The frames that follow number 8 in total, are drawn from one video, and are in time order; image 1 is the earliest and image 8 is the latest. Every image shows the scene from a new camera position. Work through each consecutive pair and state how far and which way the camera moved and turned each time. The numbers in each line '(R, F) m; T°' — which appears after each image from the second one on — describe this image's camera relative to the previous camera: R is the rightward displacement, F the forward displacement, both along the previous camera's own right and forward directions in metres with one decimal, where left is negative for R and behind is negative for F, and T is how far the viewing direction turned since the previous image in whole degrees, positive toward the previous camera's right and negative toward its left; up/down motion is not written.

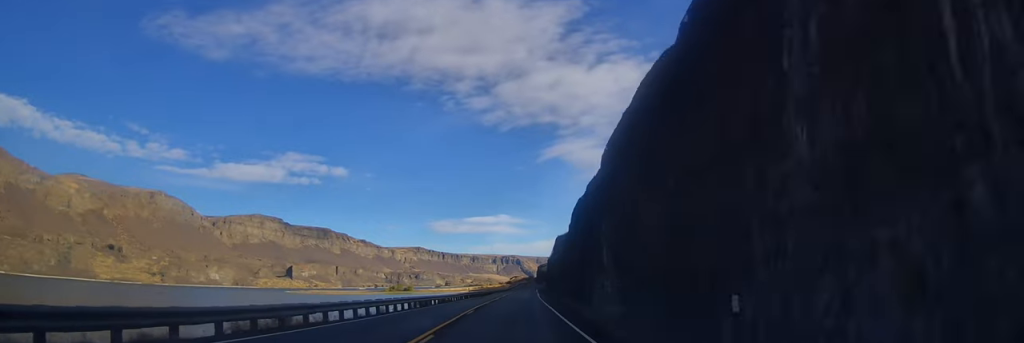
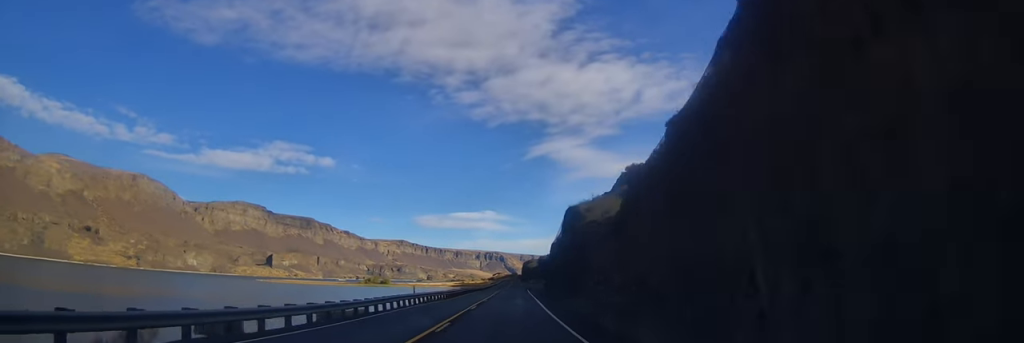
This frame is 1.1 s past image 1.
(+0.2, +32.2) m; +2°
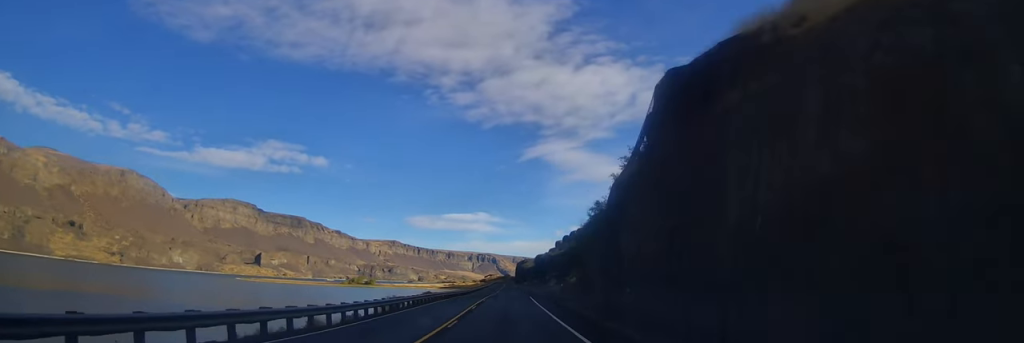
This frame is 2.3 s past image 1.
(+0.8, +34.1) m; +1°
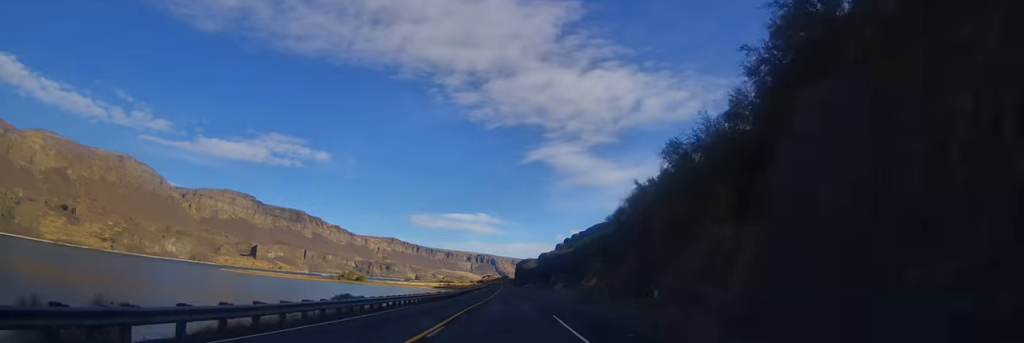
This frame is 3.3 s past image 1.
(-0.4, +29.1) m; 0°
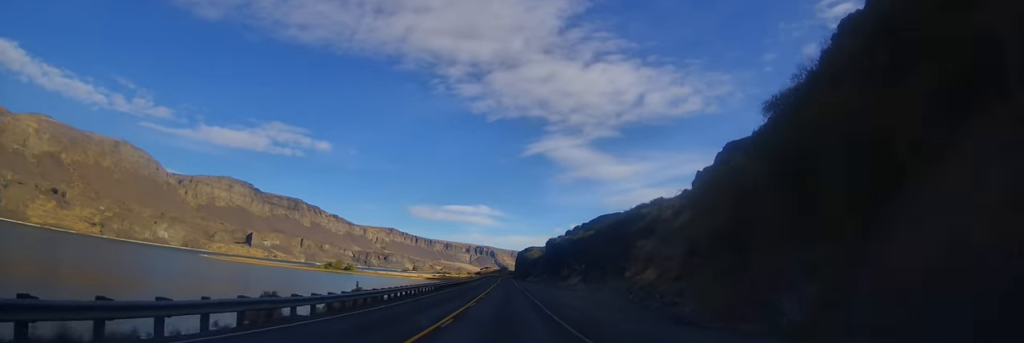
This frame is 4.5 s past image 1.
(+0.4, +36.8) m; 0°
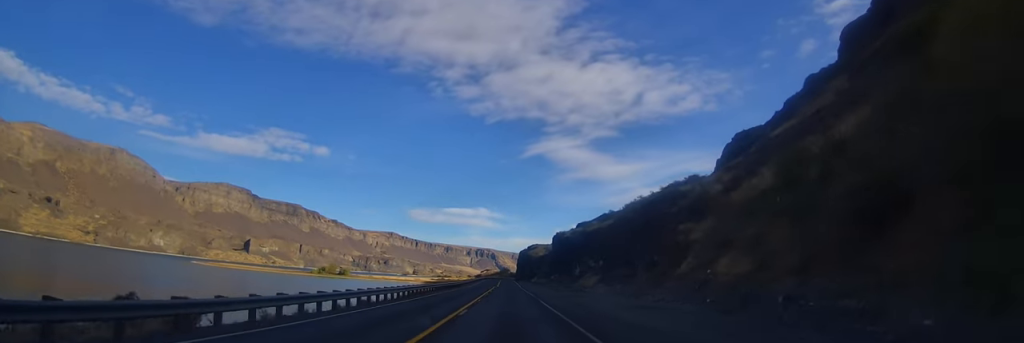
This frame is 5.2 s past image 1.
(-0.4, +20.4) m; 0°
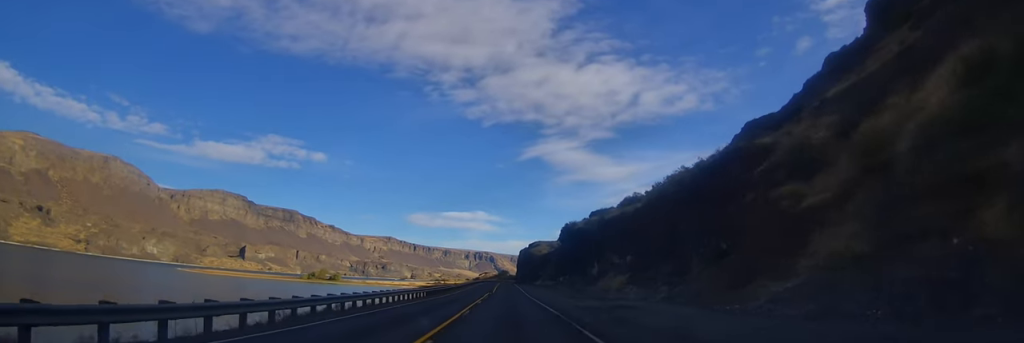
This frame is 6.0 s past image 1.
(+0.7, +23.2) m; +1°
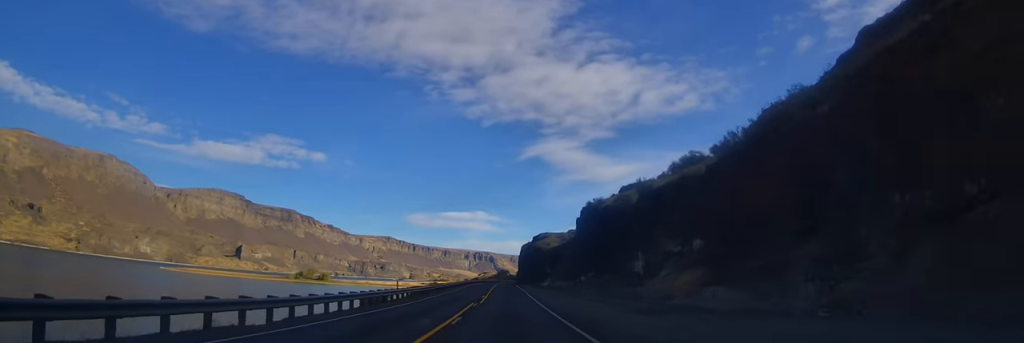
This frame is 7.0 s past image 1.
(+0.1, +28.1) m; -1°
